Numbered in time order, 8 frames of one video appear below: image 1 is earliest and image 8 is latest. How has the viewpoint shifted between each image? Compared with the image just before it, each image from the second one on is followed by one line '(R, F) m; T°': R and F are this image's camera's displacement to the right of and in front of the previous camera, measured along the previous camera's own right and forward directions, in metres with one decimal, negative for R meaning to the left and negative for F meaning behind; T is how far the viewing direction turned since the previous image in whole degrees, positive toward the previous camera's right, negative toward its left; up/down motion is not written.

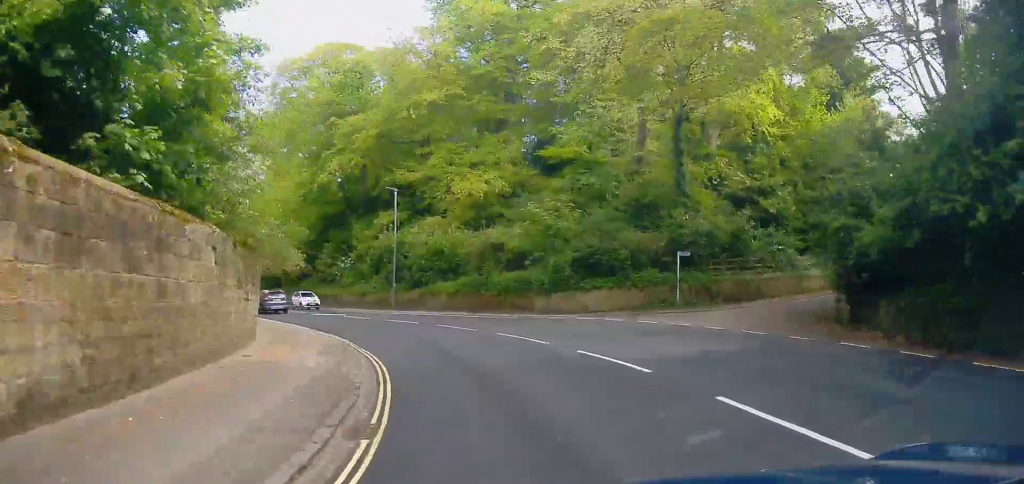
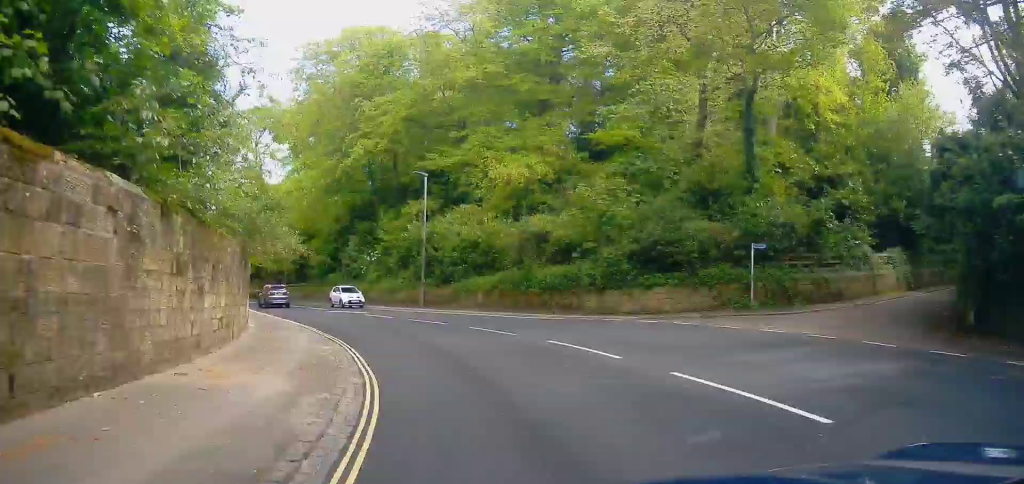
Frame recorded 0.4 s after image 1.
(+0.1, +4.2) m; -5°
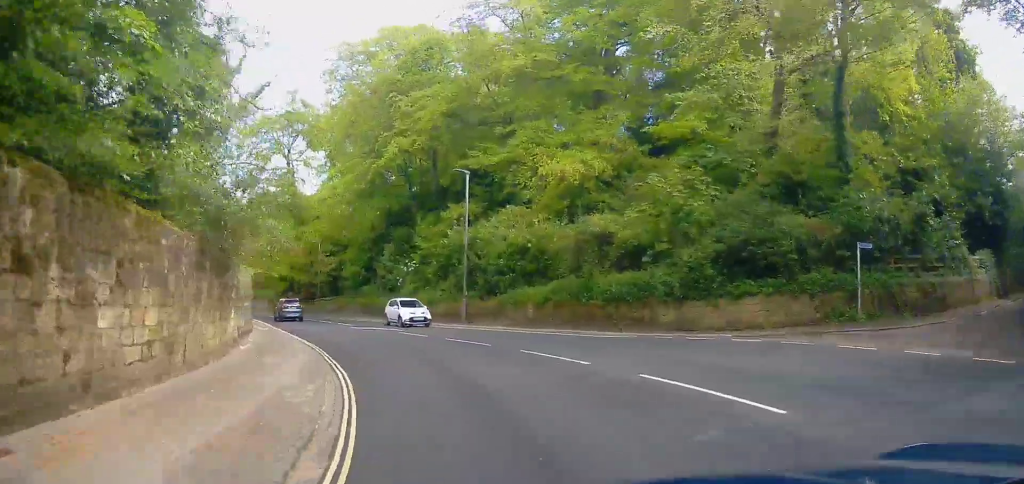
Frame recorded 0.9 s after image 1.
(+0.4, +4.5) m; -6°
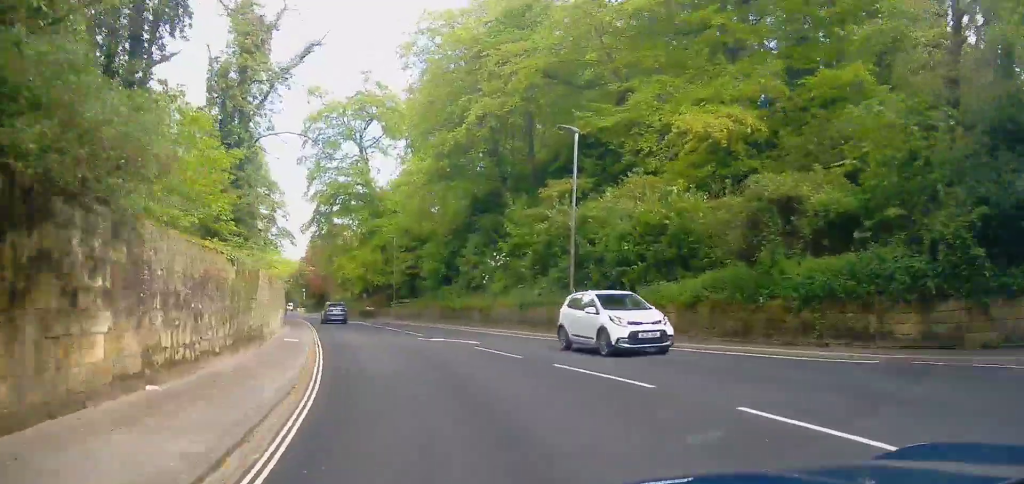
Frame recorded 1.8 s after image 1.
(-1.5, +8.0) m; -19°
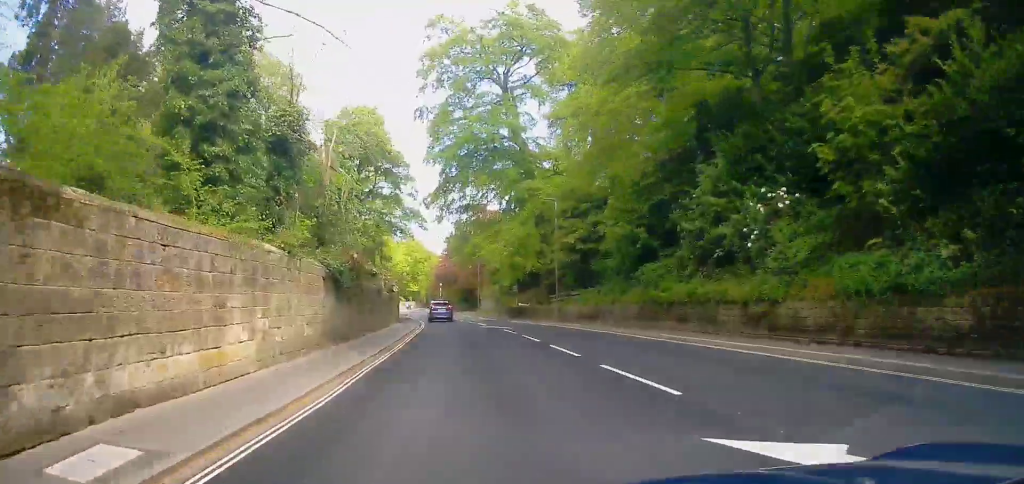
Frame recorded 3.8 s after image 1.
(-3.5, +17.0) m; -13°
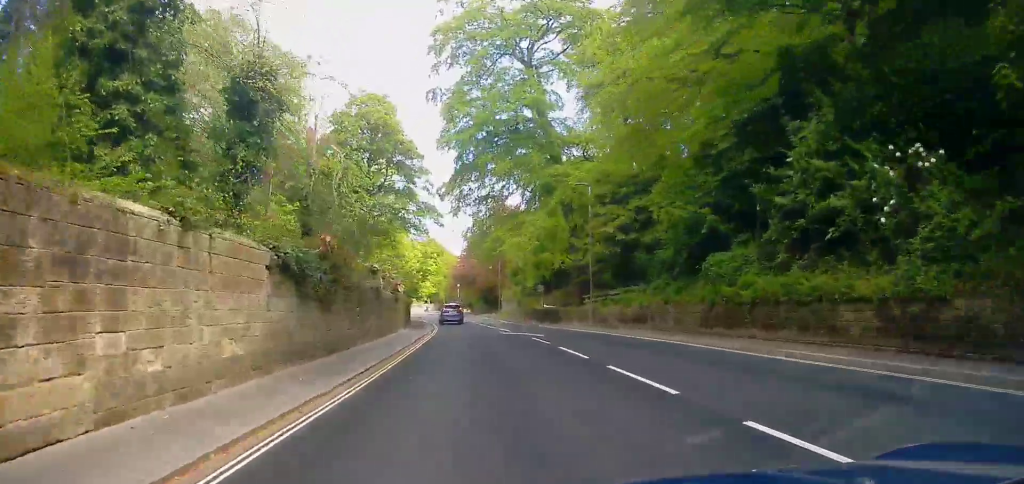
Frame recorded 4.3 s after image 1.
(0.0, +5.0) m; 0°
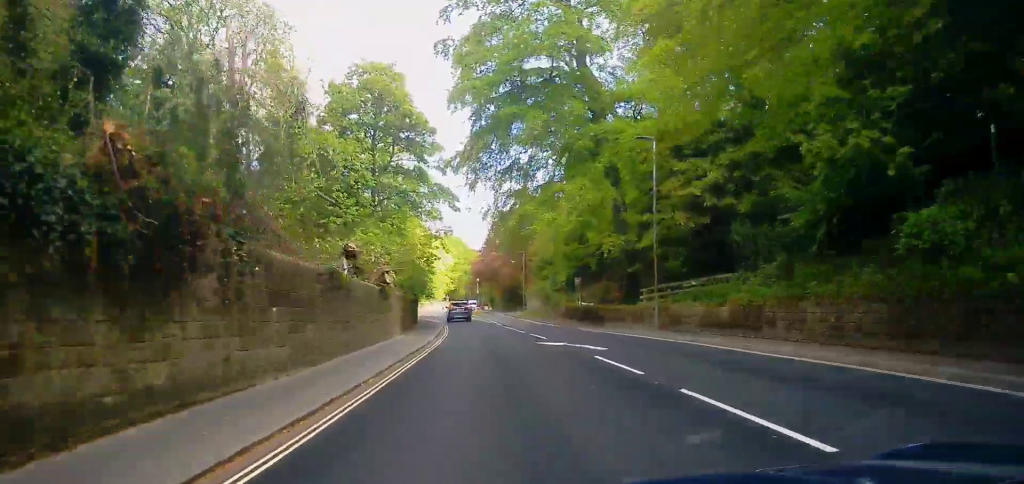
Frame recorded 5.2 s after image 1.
(0.0, +8.3) m; 0°
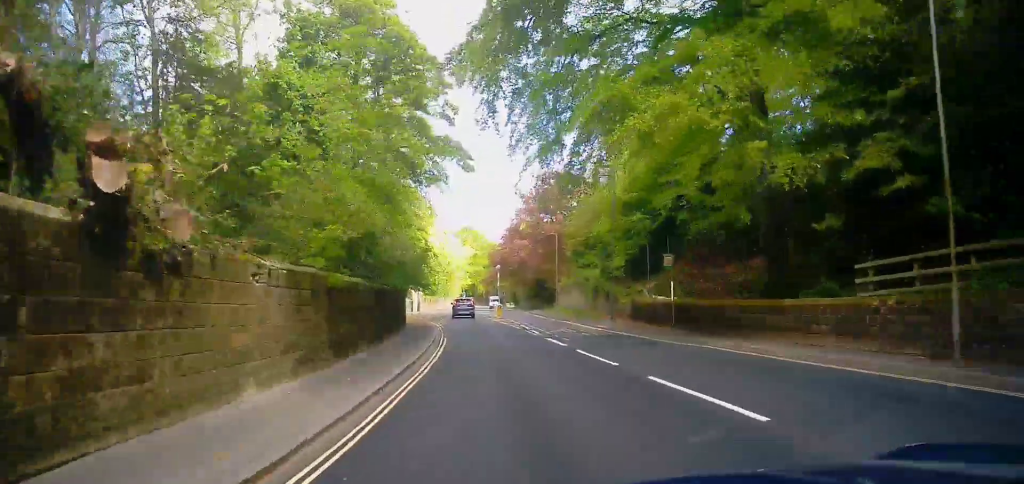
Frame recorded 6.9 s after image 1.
(0.0, +14.8) m; -6°
